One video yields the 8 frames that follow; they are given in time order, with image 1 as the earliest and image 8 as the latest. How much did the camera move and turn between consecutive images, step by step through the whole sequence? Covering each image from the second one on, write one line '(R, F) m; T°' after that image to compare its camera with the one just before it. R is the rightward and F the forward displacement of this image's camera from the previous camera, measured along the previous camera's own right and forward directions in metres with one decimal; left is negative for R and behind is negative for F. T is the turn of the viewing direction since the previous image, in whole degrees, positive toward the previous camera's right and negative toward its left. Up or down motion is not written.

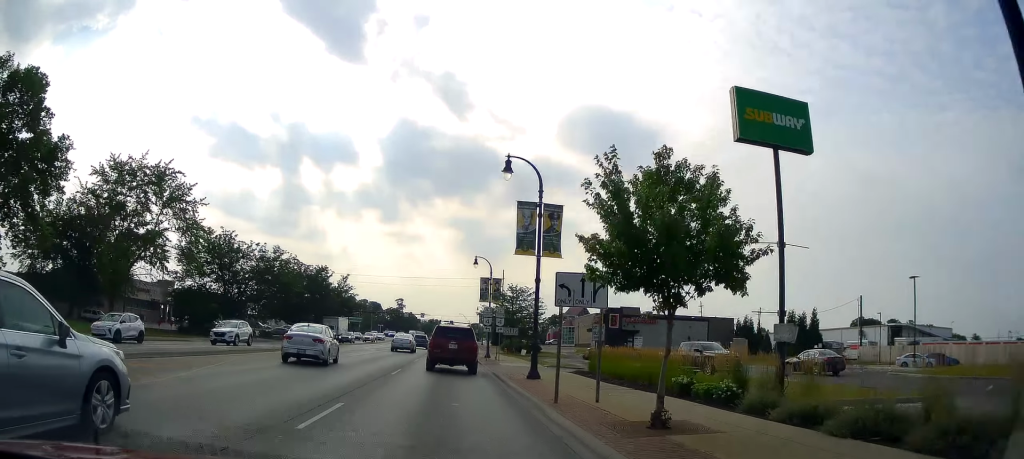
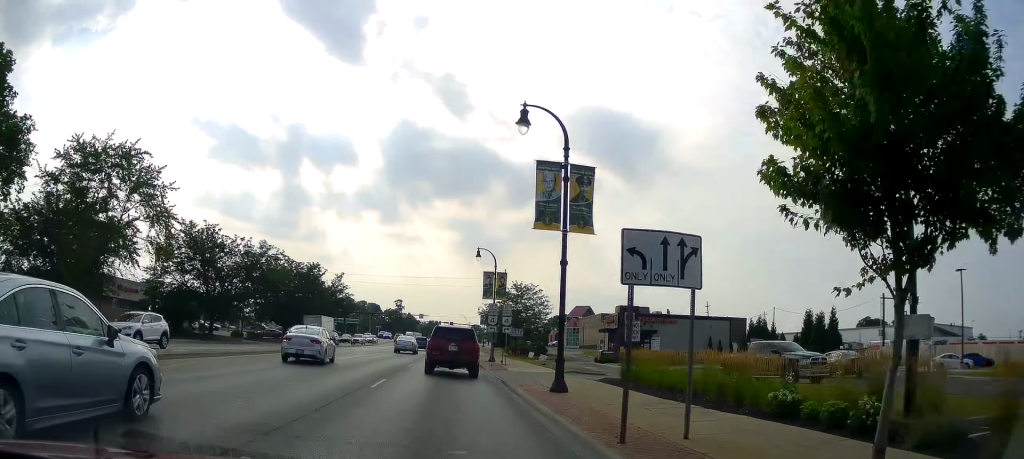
(+0.1, +5.5) m; 0°
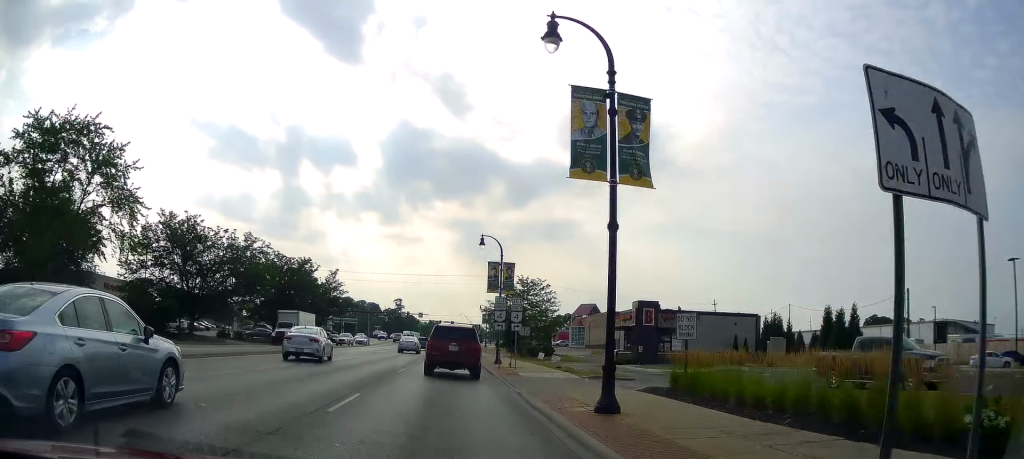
(+0.1, +5.5) m; 0°
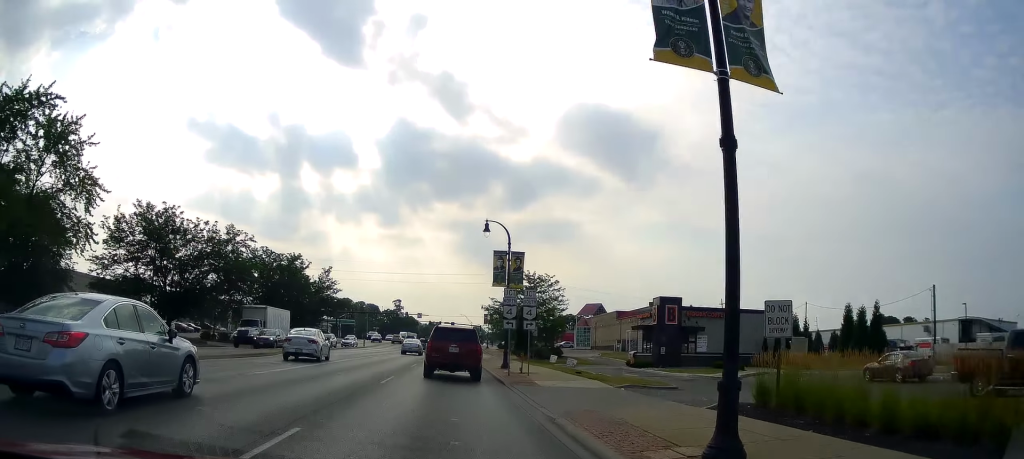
(-0.1, +5.4) m; 0°
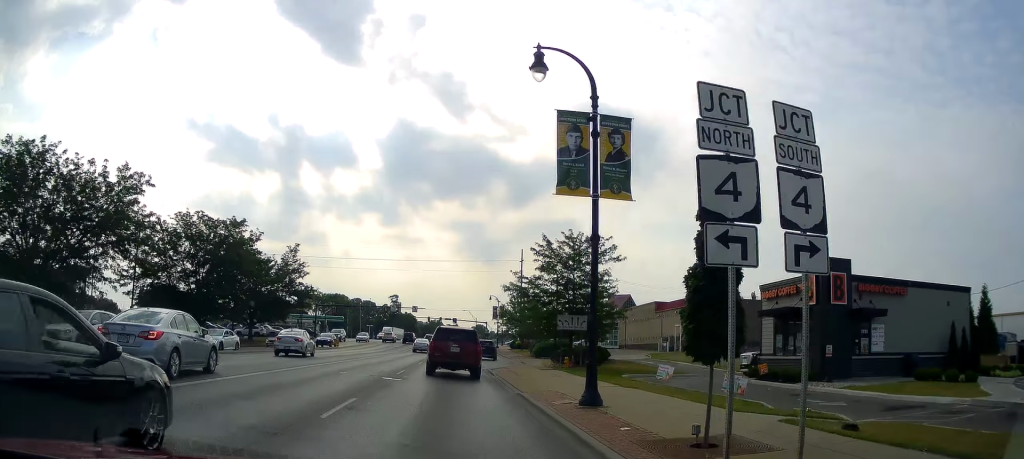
(+0.1, +21.0) m; +2°
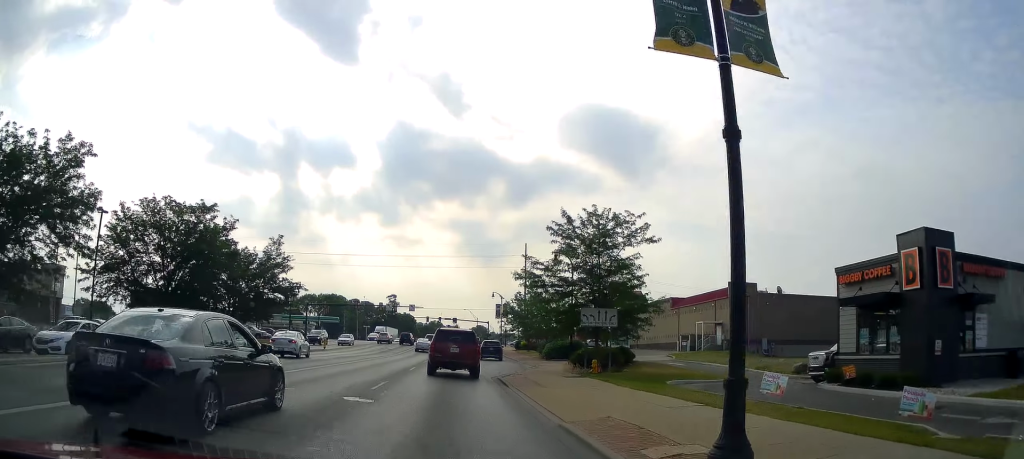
(0.0, +6.5) m; +1°
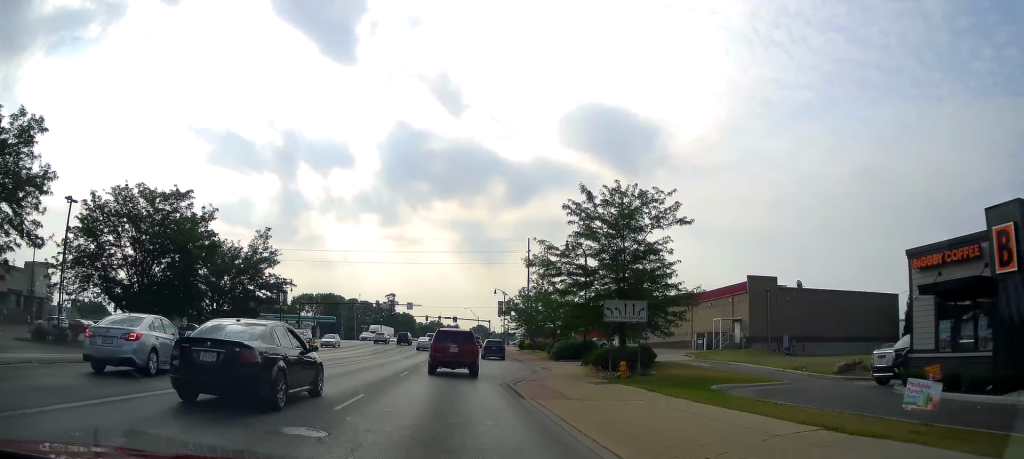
(+0.1, +4.5) m; -1°
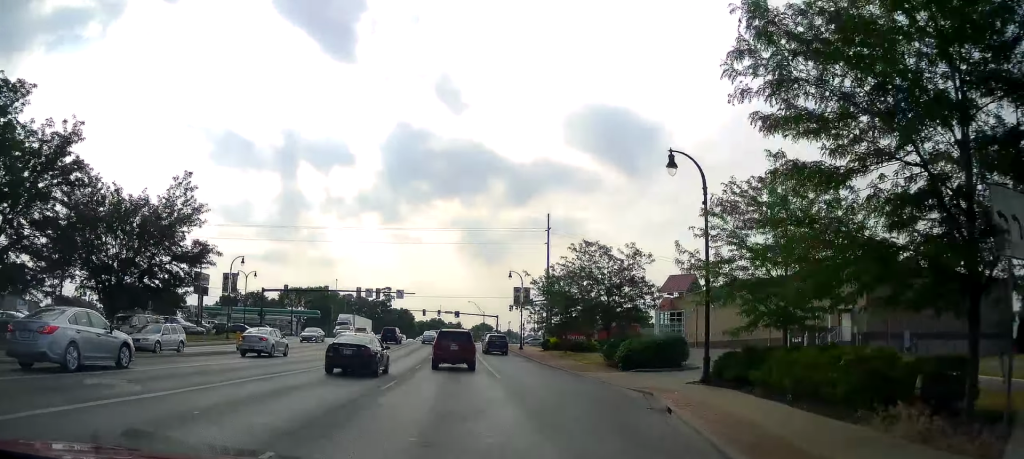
(-0.5, +18.8) m; -1°
